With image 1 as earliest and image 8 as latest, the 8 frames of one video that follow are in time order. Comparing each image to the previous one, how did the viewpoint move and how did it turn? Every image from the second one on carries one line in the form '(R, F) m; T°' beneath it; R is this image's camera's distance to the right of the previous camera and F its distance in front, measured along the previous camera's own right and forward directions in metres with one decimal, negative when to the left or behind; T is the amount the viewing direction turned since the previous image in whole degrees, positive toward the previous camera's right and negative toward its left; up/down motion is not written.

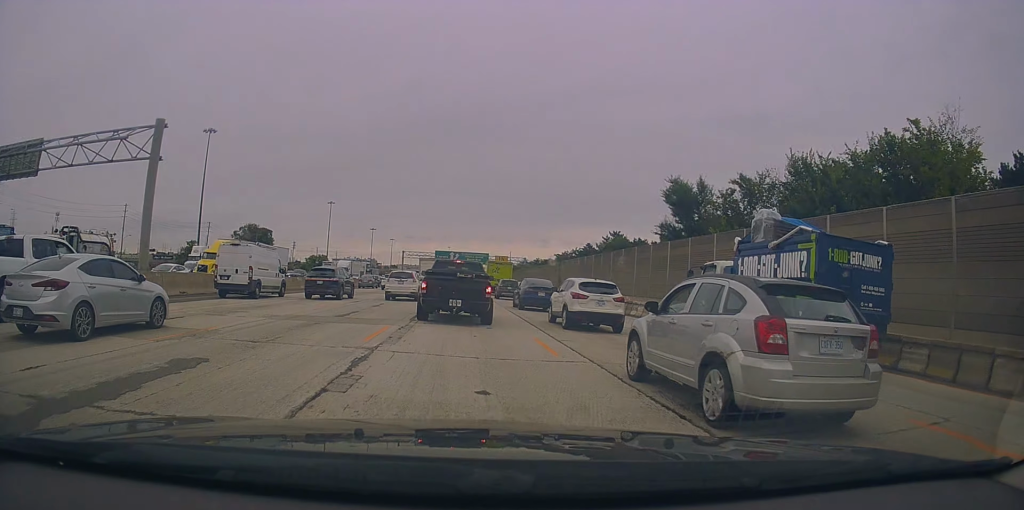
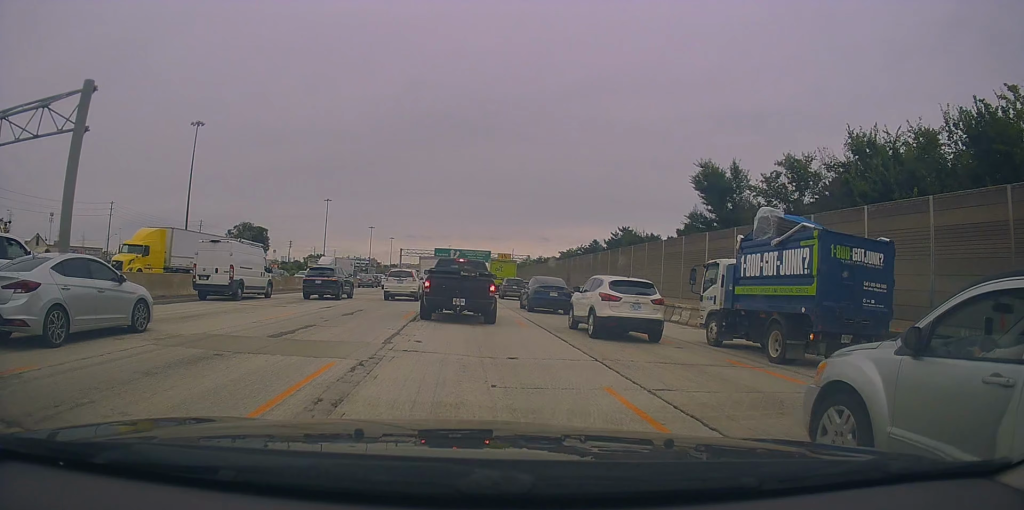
(0.0, +6.3) m; 0°
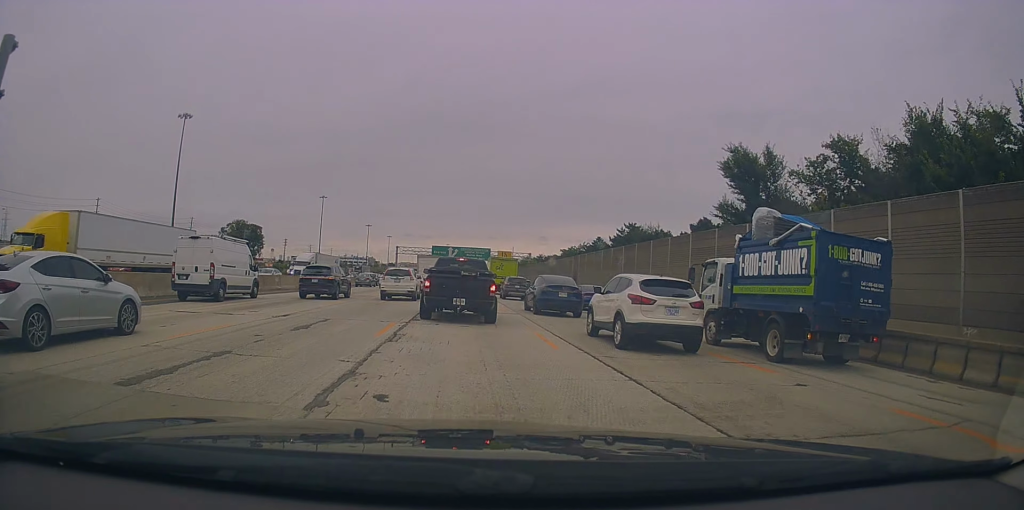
(0.0, +5.2) m; 0°
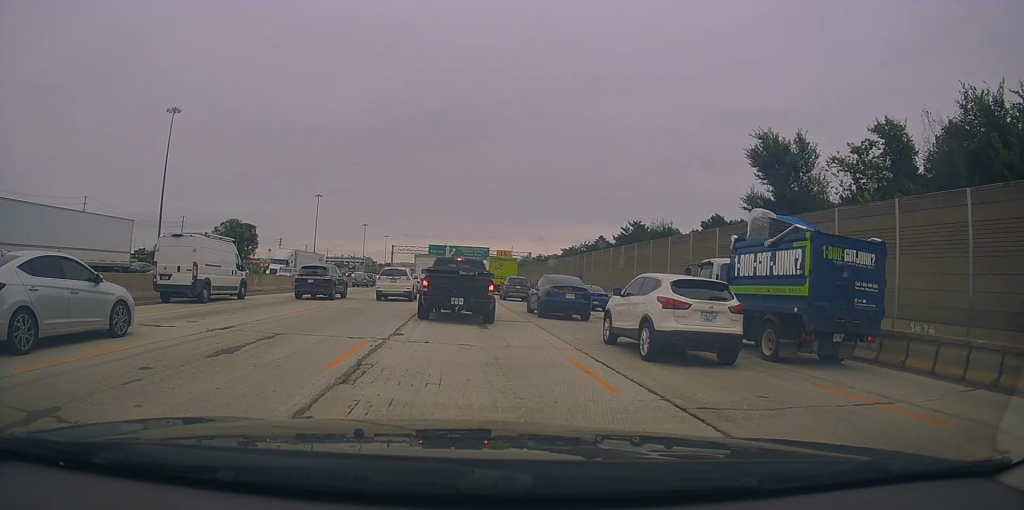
(0.0, +4.2) m; 0°
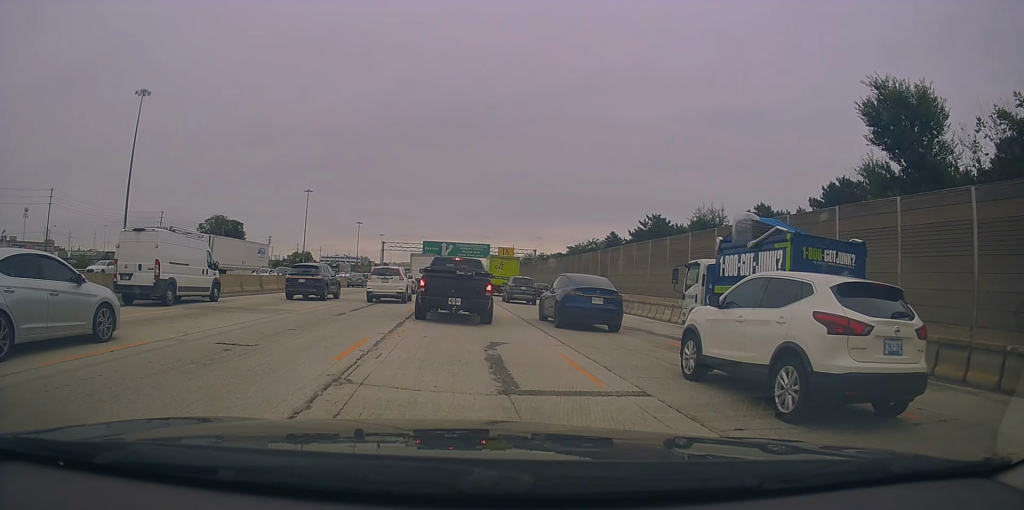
(0.0, +11.6) m; 0°
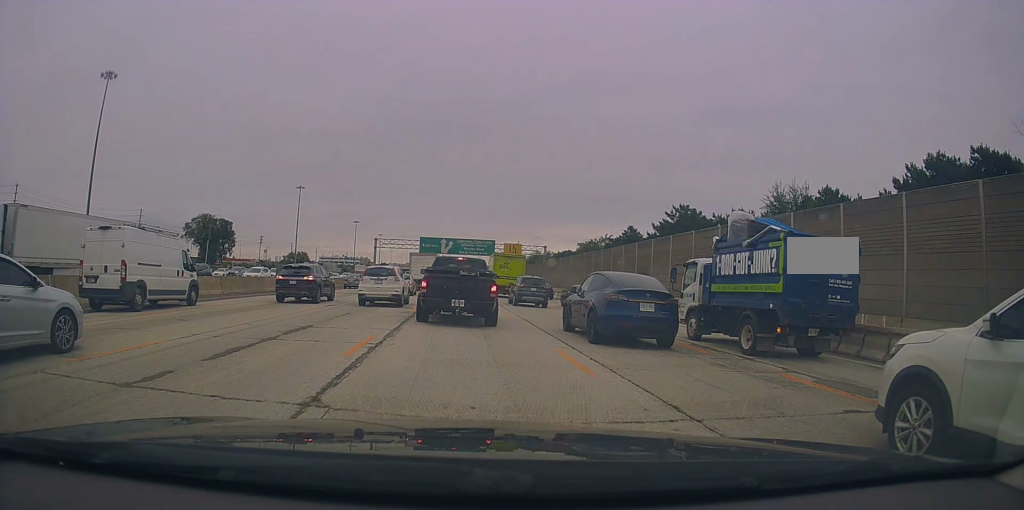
(+0.1, +11.2) m; +2°
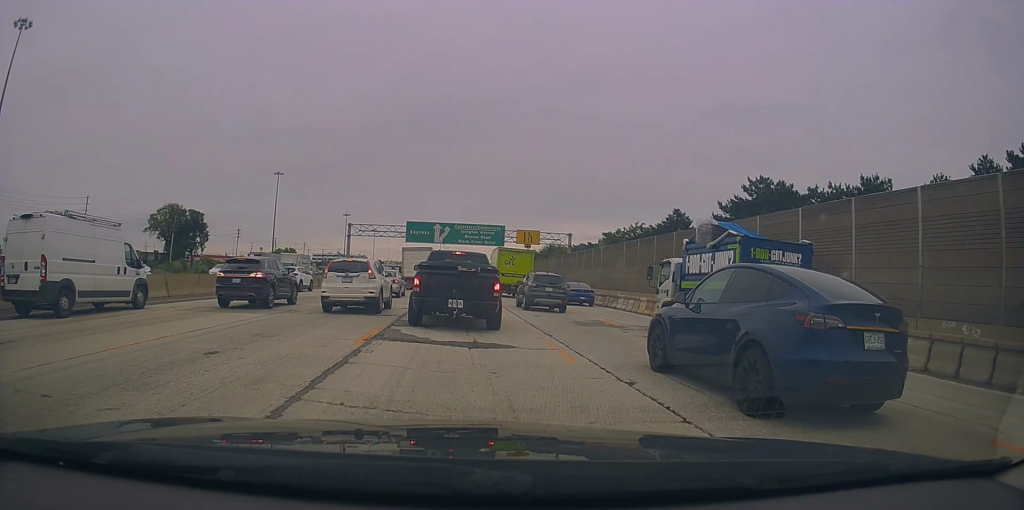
(-0.2, +22.5) m; -1°
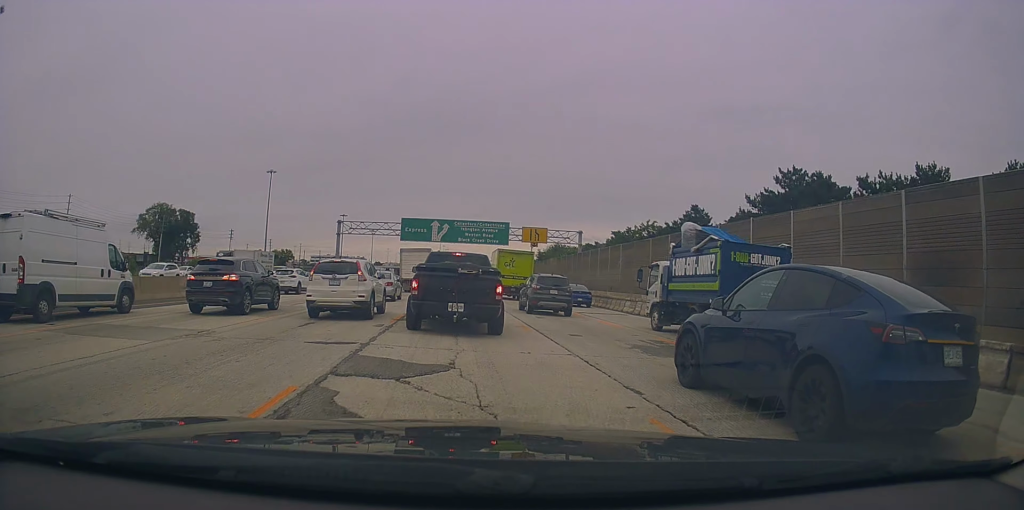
(+0.1, +6.5) m; +1°
